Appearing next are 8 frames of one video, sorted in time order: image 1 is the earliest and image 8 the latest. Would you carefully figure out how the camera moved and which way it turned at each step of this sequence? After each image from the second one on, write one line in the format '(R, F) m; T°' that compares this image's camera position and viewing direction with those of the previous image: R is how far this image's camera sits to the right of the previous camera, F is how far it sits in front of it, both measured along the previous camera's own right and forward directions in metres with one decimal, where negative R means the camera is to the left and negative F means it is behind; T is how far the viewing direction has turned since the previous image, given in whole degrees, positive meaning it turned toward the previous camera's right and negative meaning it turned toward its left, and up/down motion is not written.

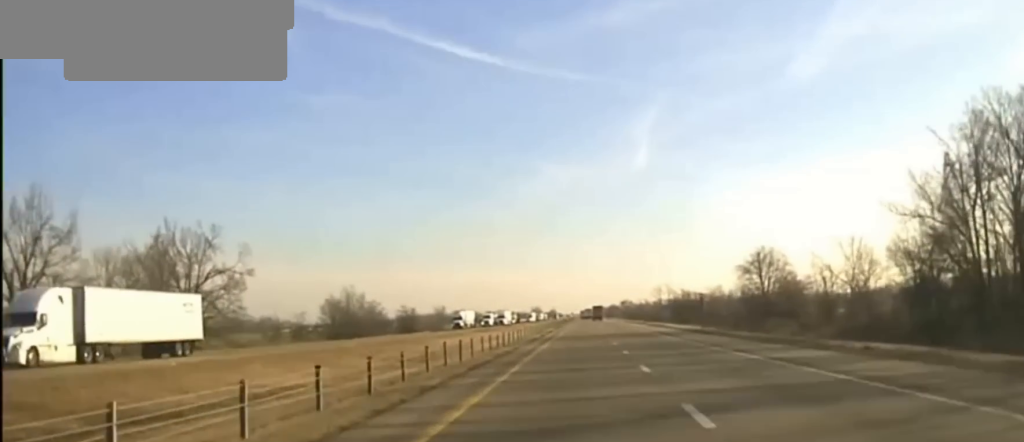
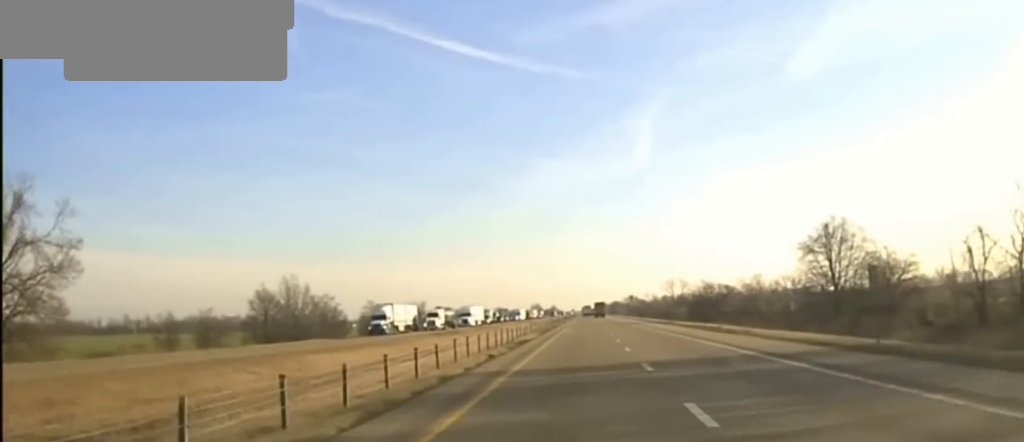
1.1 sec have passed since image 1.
(-0.5, +45.8) m; -1°
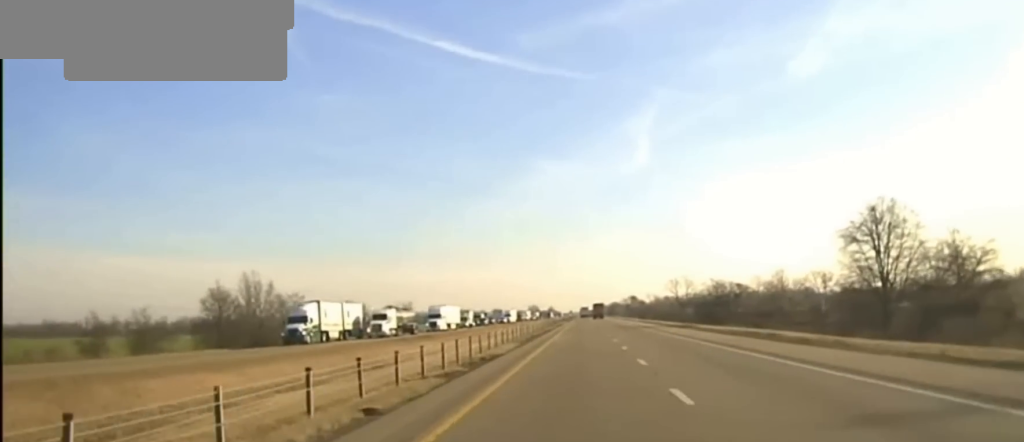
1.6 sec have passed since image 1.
(0.0, +20.2) m; 0°
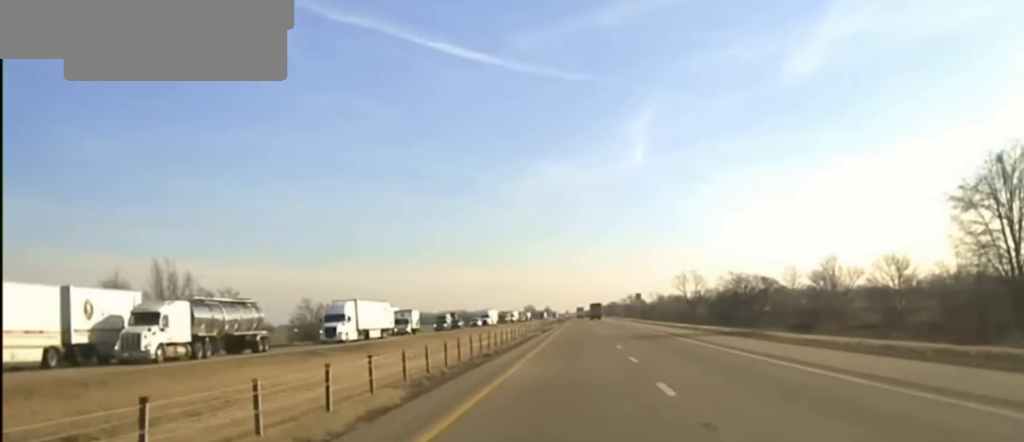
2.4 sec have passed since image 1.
(+0.1, +29.7) m; 0°
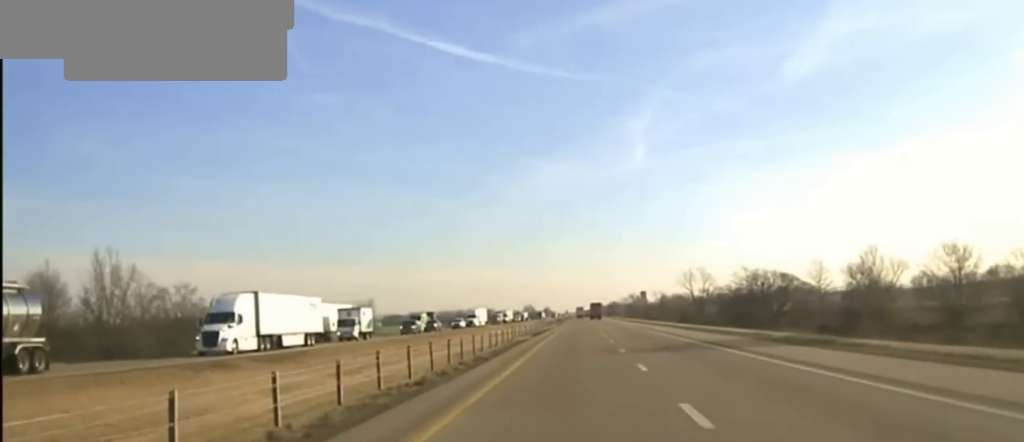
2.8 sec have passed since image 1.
(+0.2, +15.3) m; 0°
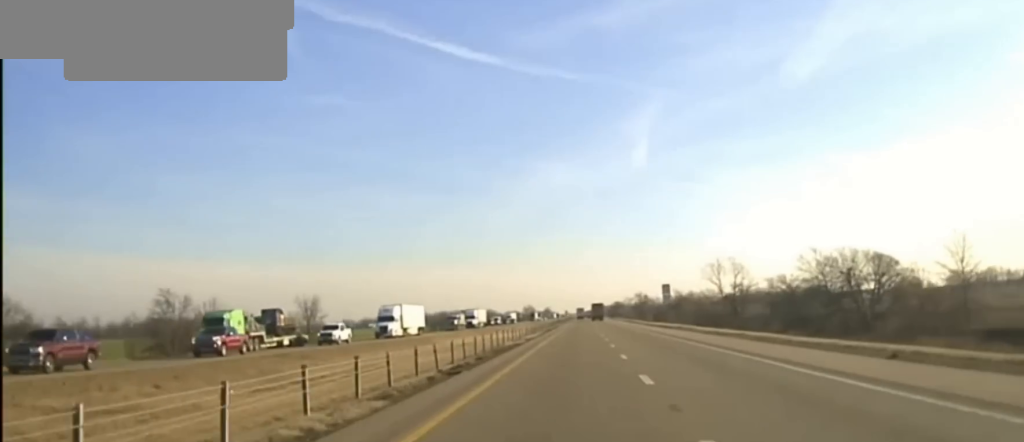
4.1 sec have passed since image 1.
(-0.2, +44.2) m; -1°
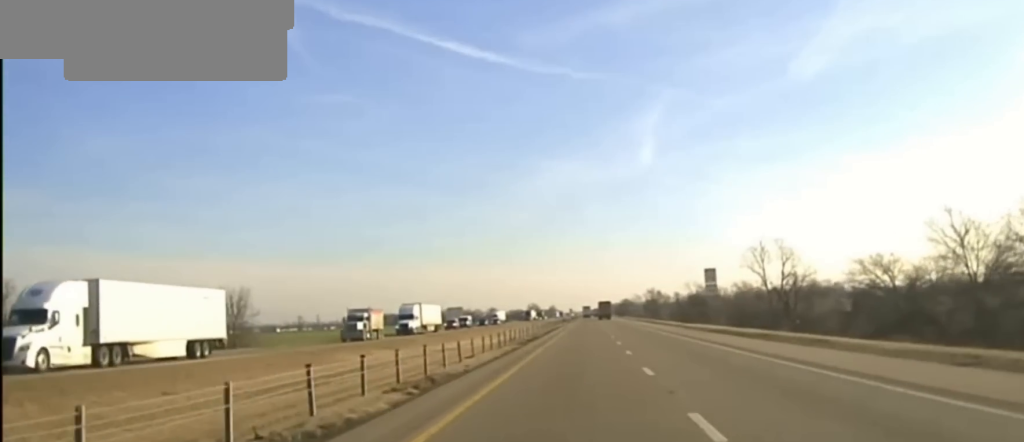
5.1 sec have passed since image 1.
(-0.1, +42.6) m; 0°
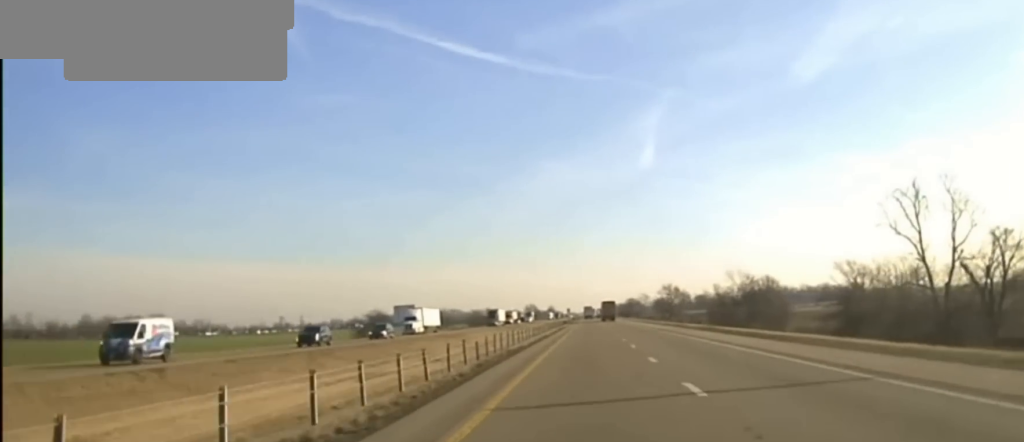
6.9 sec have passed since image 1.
(0.0, +84.7) m; 0°
